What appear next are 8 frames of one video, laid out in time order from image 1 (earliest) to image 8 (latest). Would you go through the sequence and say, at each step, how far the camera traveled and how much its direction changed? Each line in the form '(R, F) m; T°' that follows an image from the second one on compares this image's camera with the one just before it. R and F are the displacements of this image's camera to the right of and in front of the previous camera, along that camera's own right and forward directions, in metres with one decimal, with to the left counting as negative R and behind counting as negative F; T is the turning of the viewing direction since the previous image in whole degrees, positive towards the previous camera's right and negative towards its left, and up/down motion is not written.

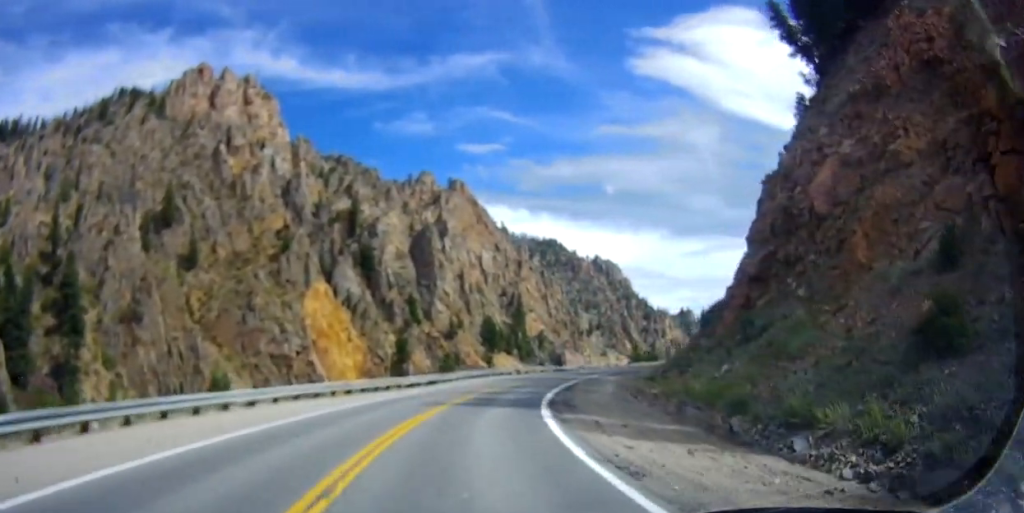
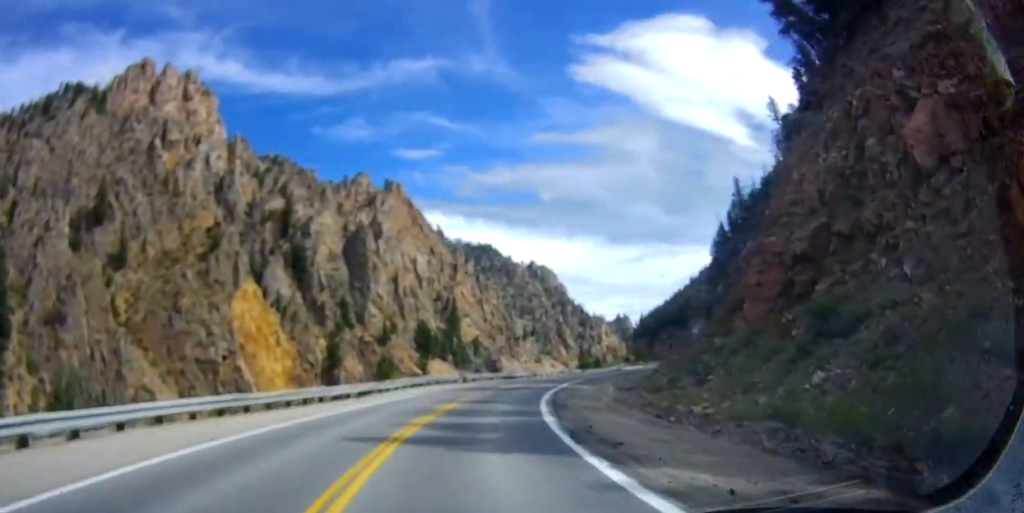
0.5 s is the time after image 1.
(+0.4, +9.5) m; +4°
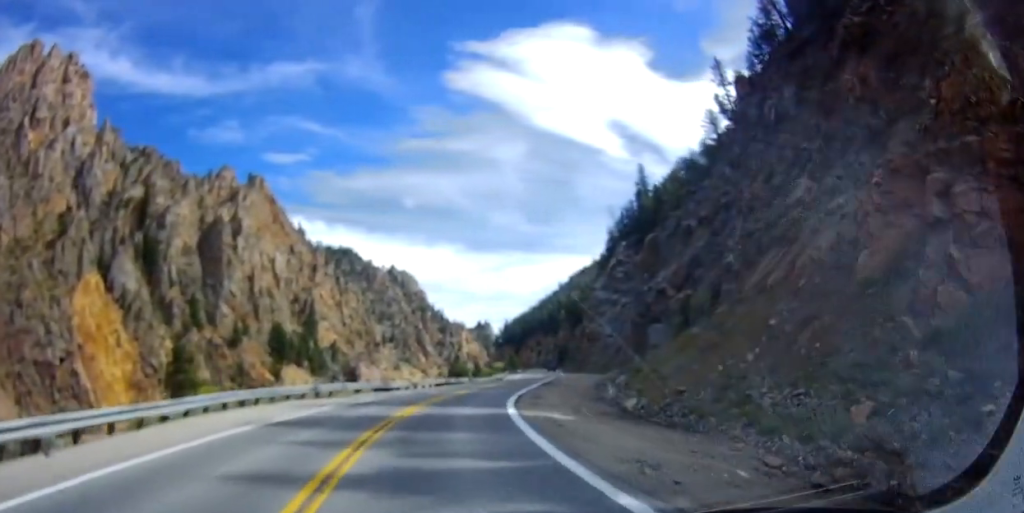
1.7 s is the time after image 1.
(+1.7, +19.3) m; +10°
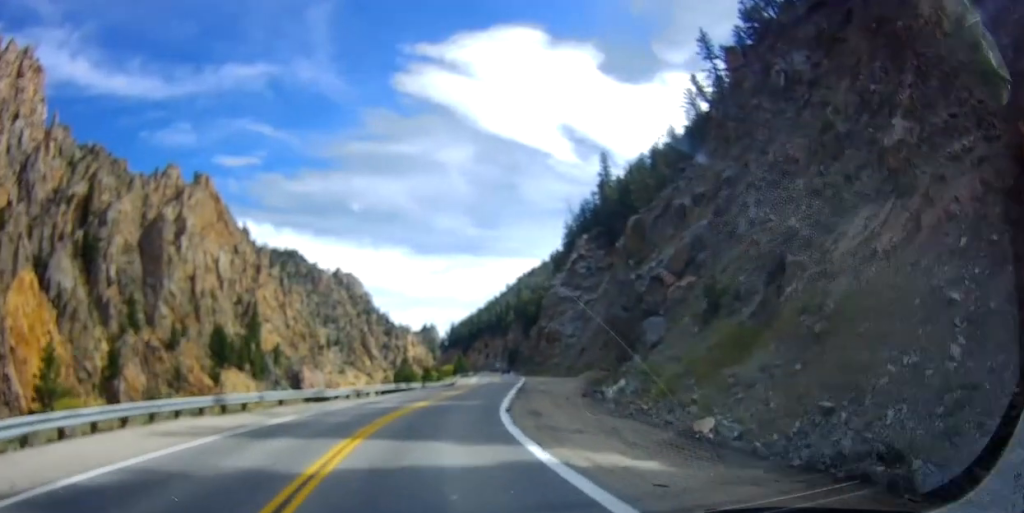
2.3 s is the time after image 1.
(+0.1, +9.6) m; +5°
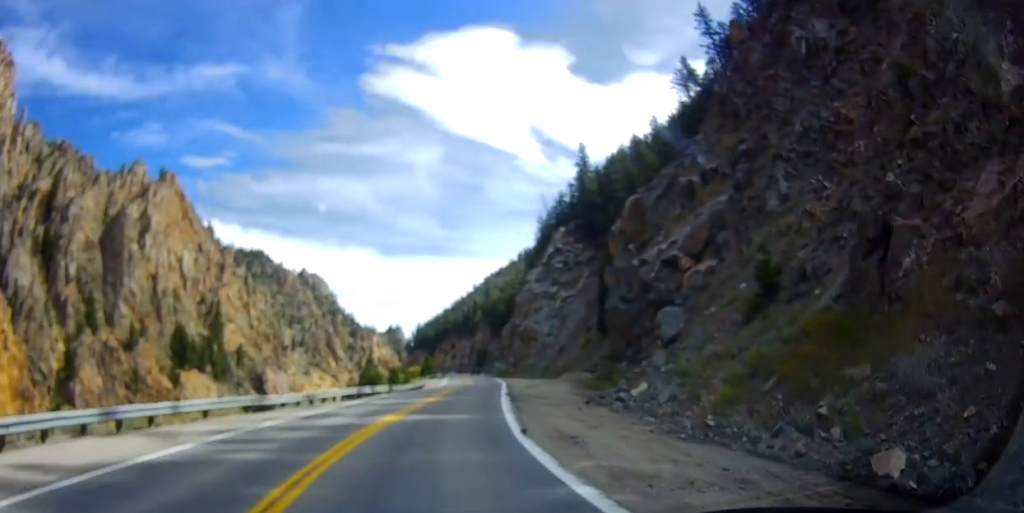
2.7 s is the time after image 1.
(+0.5, +6.6) m; +4°
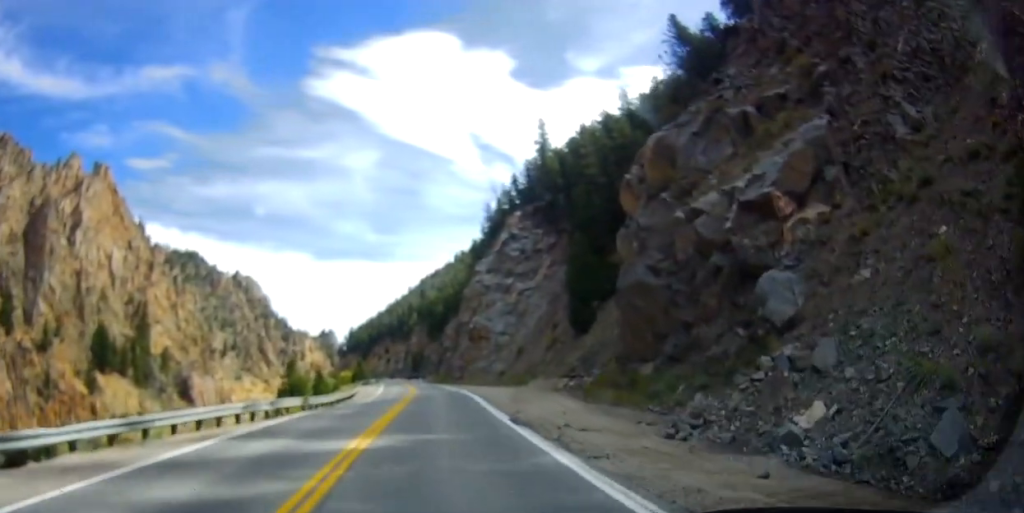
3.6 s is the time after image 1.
(+1.0, +13.5) m; +7°
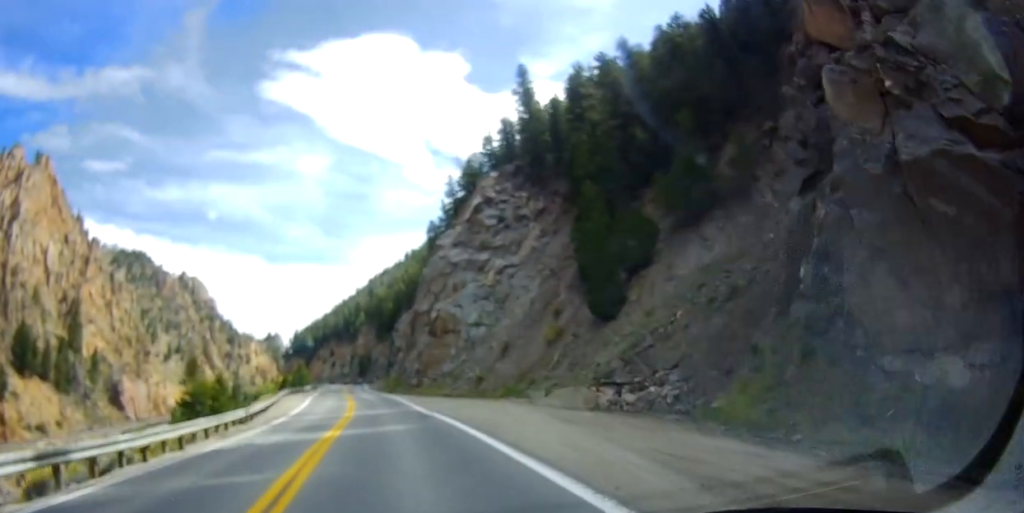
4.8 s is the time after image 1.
(+1.4, +18.1) m; +7°
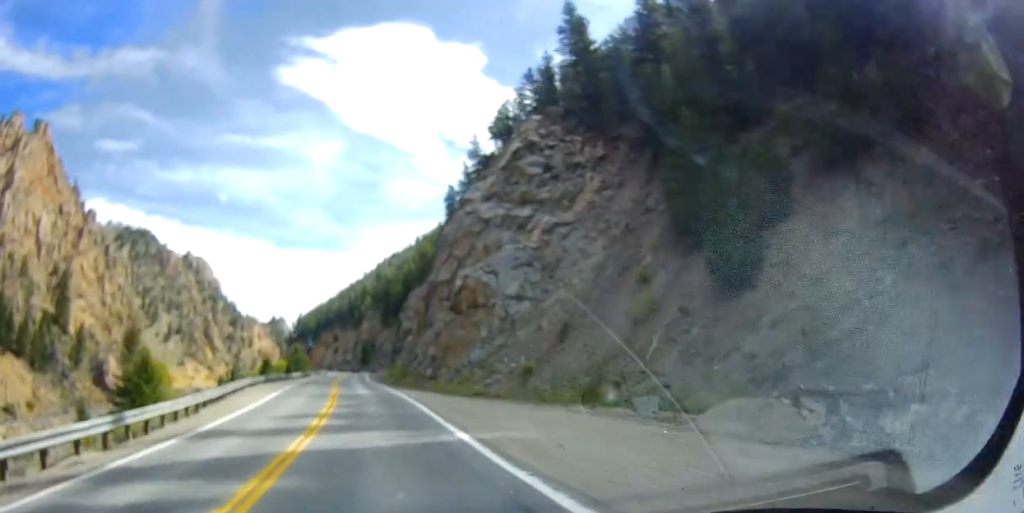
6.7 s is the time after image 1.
(+1.4, +31.5) m; +2°
